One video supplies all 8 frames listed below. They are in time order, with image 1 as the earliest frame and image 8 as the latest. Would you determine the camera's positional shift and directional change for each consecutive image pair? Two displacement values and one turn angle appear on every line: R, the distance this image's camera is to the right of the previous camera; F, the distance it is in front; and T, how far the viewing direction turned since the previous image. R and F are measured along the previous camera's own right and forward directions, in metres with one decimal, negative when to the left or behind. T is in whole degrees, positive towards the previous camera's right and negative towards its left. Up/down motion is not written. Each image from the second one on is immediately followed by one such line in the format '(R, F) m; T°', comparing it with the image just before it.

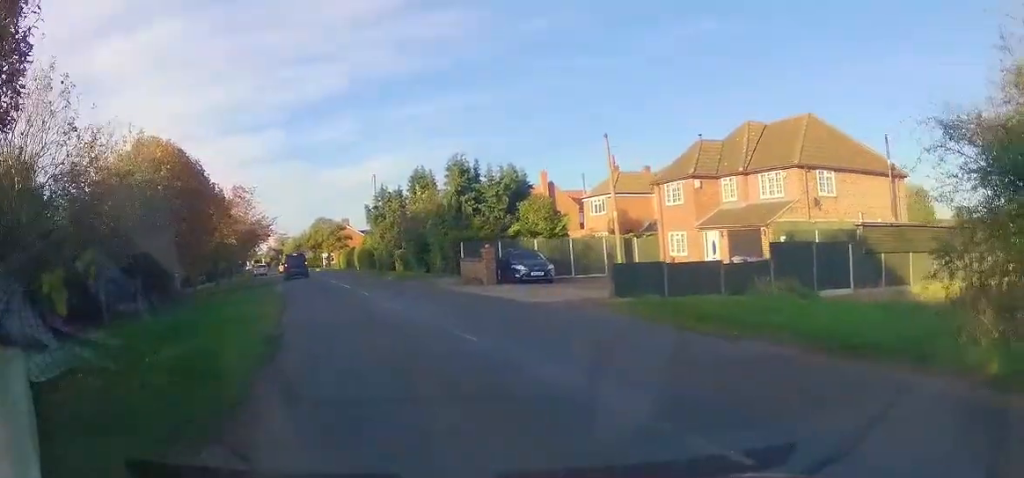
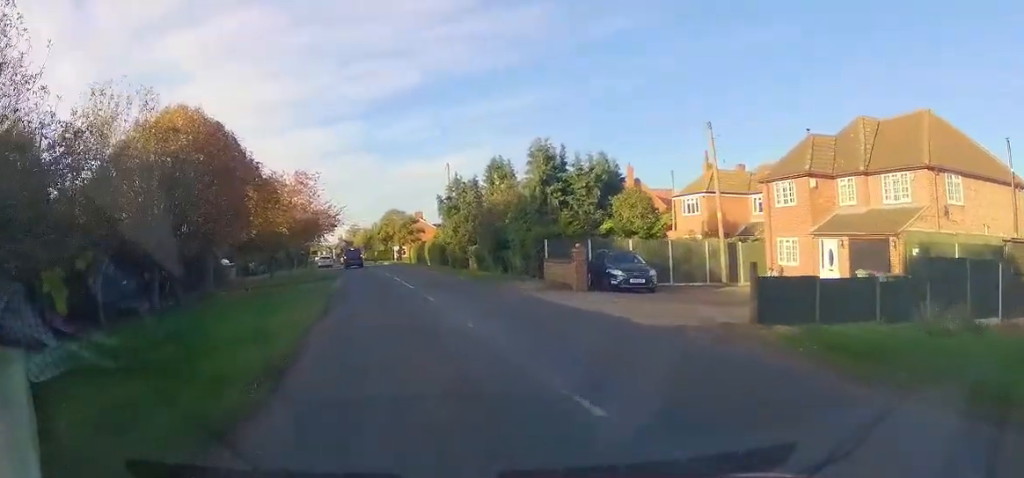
(-0.2, +4.3) m; -7°
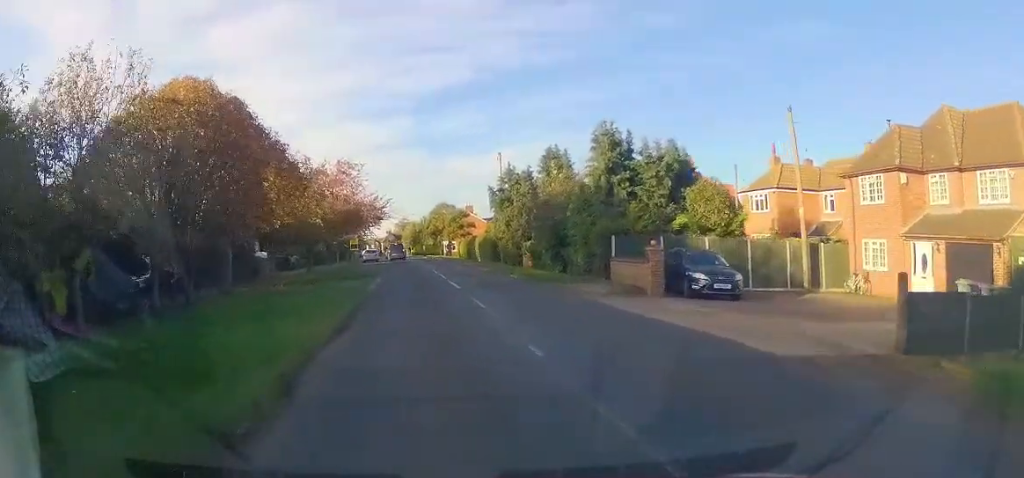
(-0.2, +3.3) m; -4°
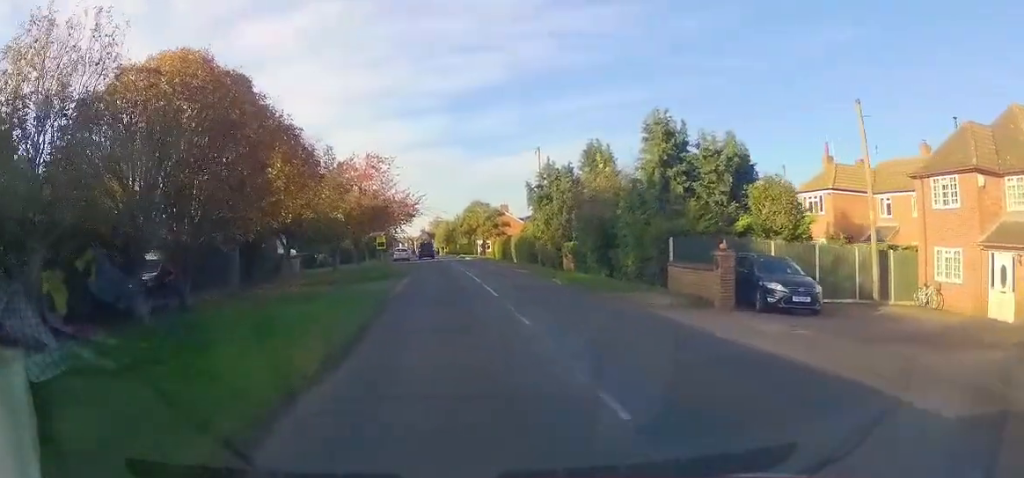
(-0.1, +2.9) m; 0°
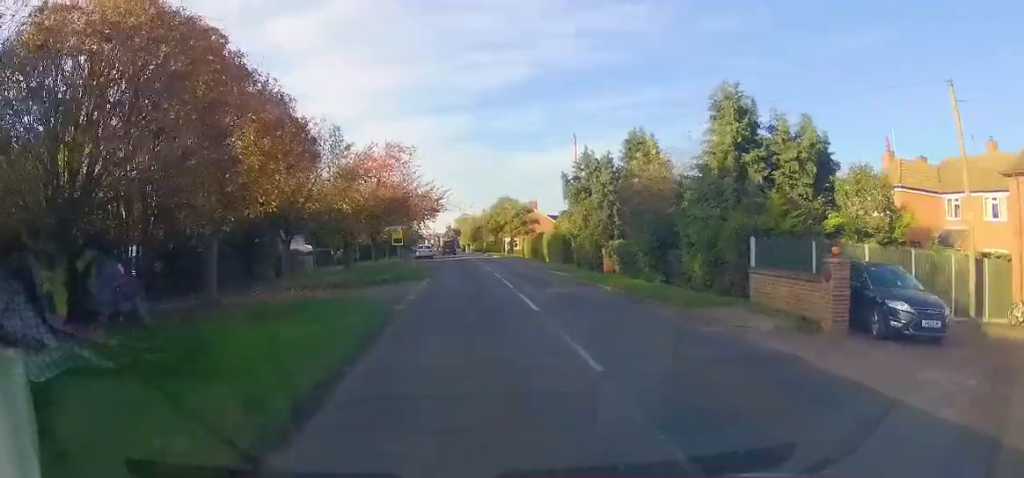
(0.0, +4.3) m; -2°
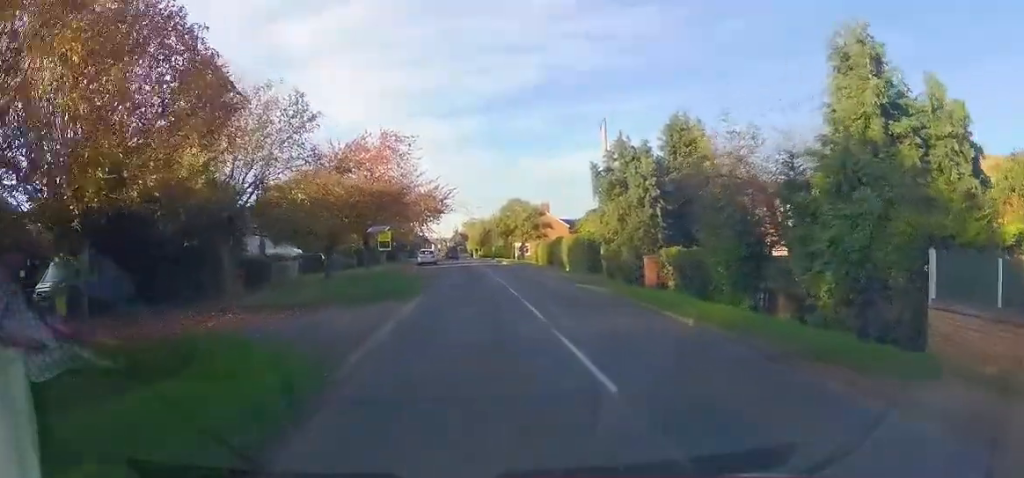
(-0.4, +6.9) m; -3°
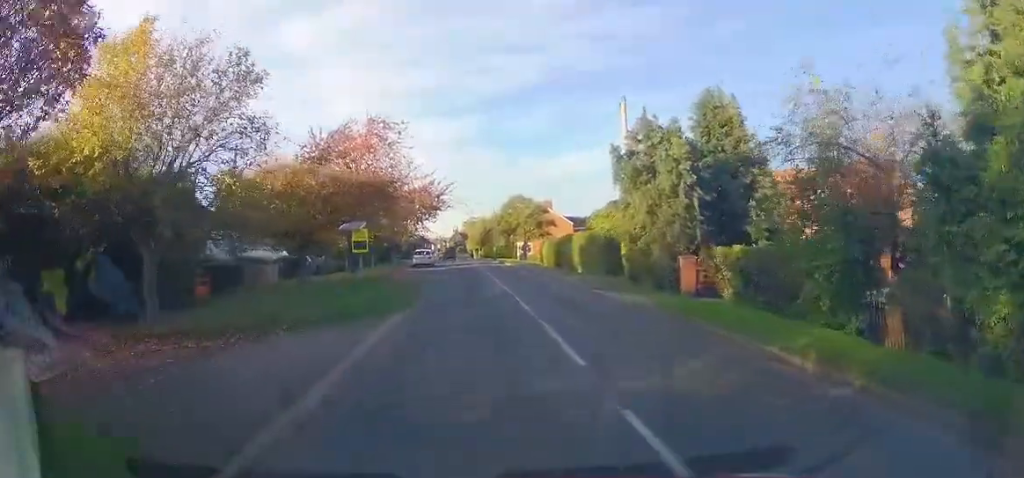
(+0.1, +4.9) m; 0°
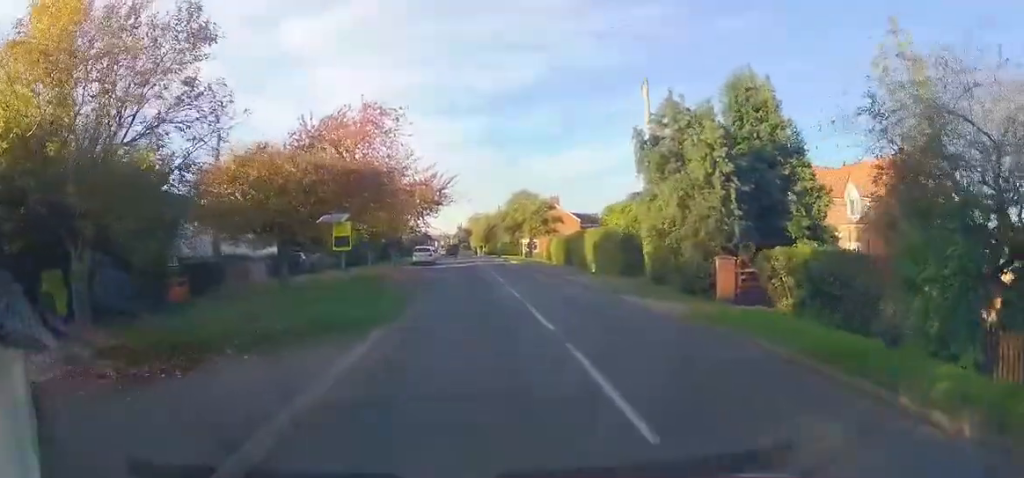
(0.0, +3.2) m; 0°
